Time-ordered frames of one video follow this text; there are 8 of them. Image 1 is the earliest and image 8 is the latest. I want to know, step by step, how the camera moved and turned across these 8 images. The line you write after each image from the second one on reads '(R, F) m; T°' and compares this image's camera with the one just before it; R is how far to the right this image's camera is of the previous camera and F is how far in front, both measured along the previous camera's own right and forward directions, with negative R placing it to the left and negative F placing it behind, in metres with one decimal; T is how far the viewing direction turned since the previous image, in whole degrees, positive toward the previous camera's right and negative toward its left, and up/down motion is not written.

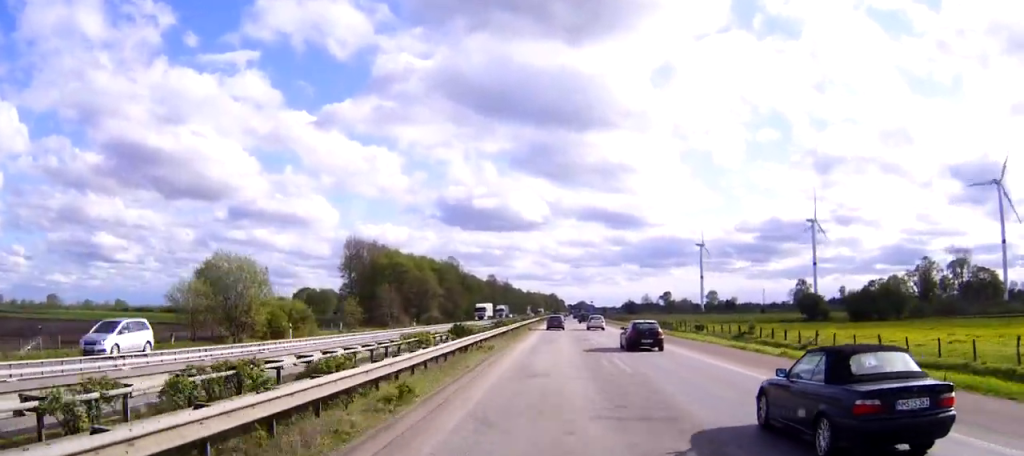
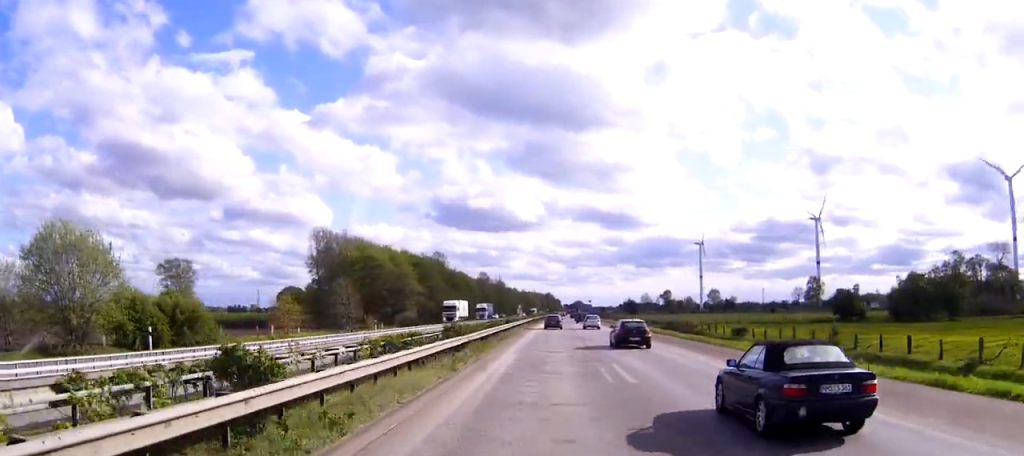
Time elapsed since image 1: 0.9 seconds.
(0.0, +21.1) m; +1°
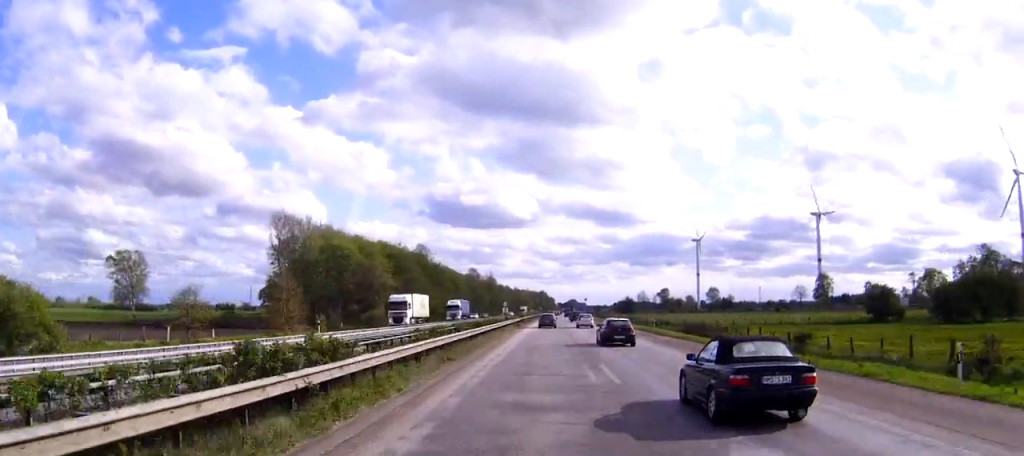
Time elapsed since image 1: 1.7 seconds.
(+0.1, +18.7) m; +1°
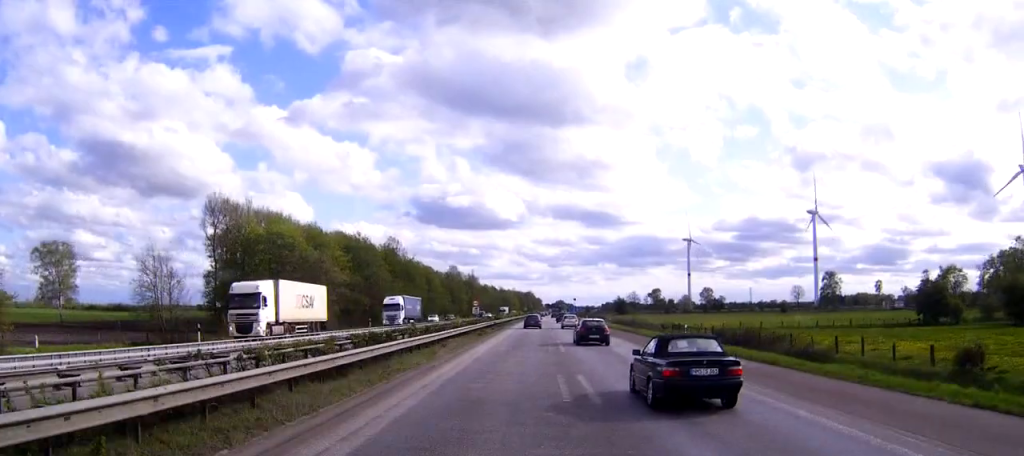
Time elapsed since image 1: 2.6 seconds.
(+0.2, +21.8) m; +1°
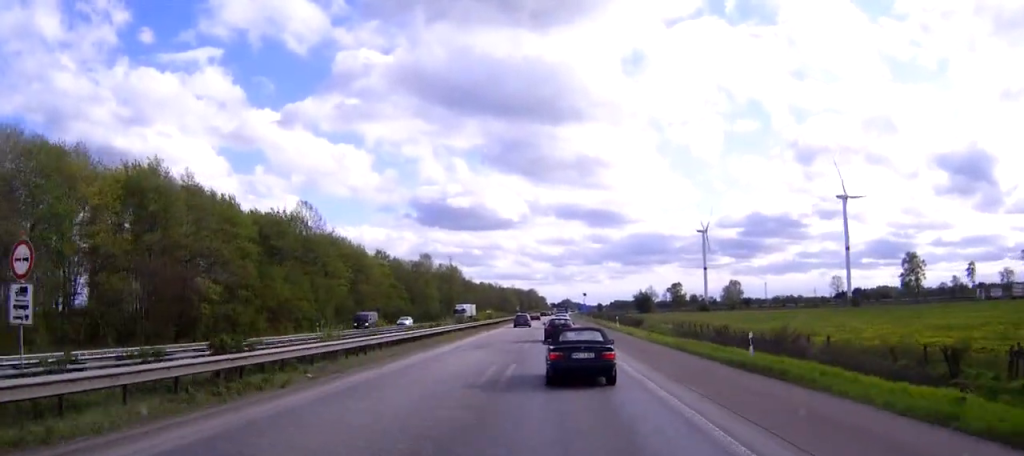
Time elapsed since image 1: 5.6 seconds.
(0.0, +68.8) m; -1°
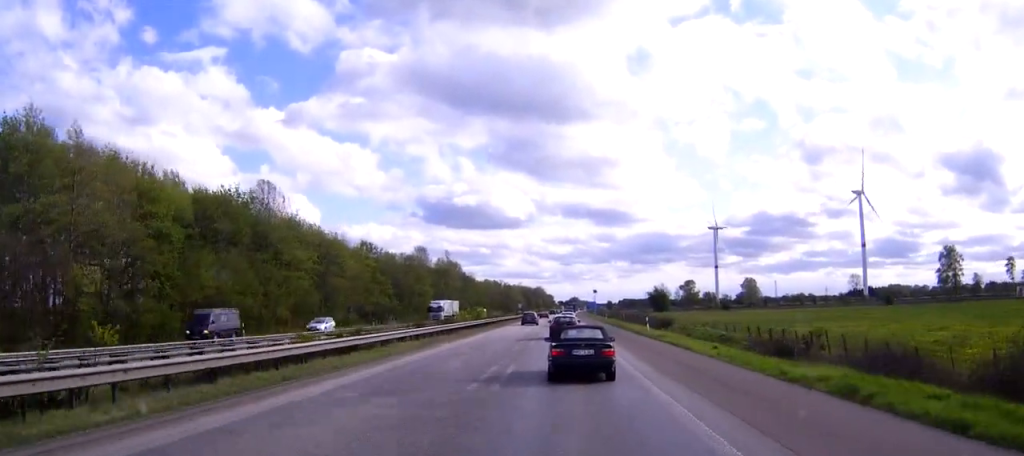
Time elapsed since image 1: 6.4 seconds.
(-0.1, +20.2) m; 0°
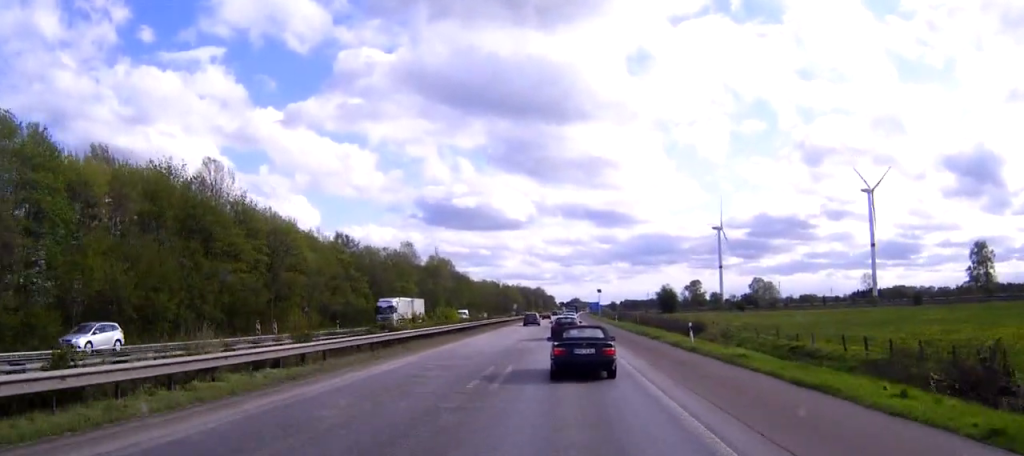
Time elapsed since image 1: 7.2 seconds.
(0.0, +17.8) m; 0°
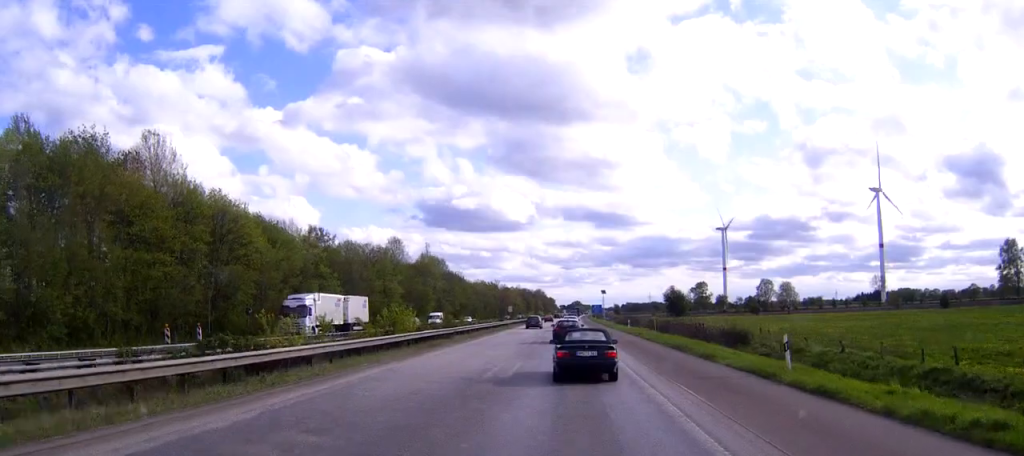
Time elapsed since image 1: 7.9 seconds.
(0.0, +15.4) m; 0°
